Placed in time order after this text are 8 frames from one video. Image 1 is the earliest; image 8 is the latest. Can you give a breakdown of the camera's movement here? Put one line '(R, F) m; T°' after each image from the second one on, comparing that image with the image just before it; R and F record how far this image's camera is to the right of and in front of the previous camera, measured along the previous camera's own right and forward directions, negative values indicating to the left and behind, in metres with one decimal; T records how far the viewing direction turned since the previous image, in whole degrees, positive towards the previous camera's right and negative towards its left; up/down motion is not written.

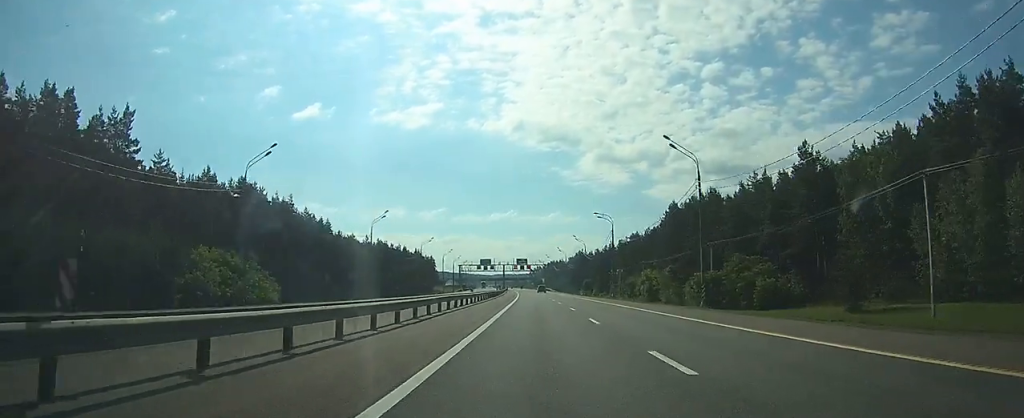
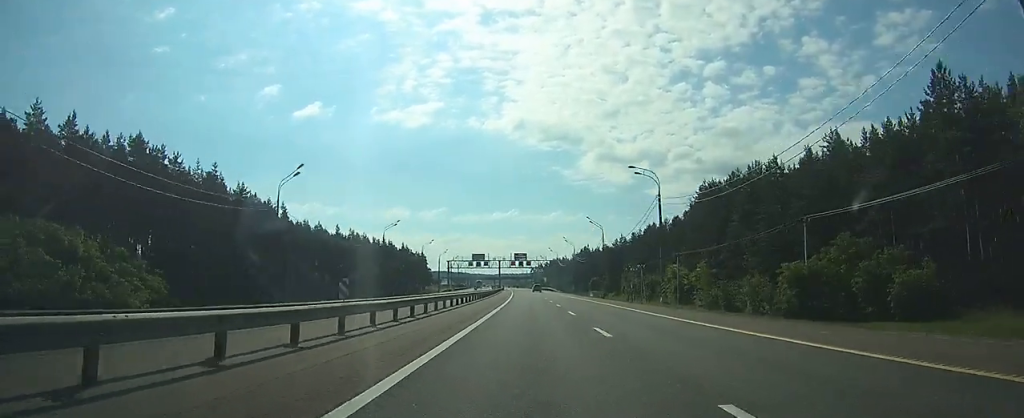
(-0.2, +29.1) m; 0°
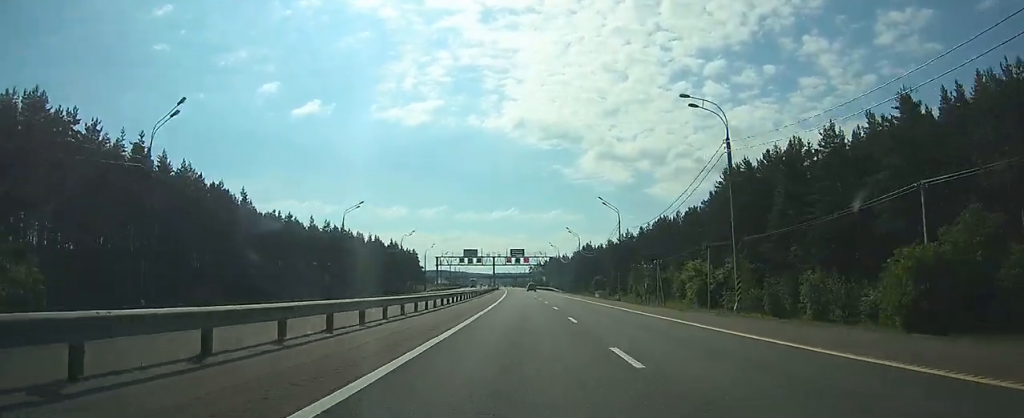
(-0.1, +17.9) m; 0°
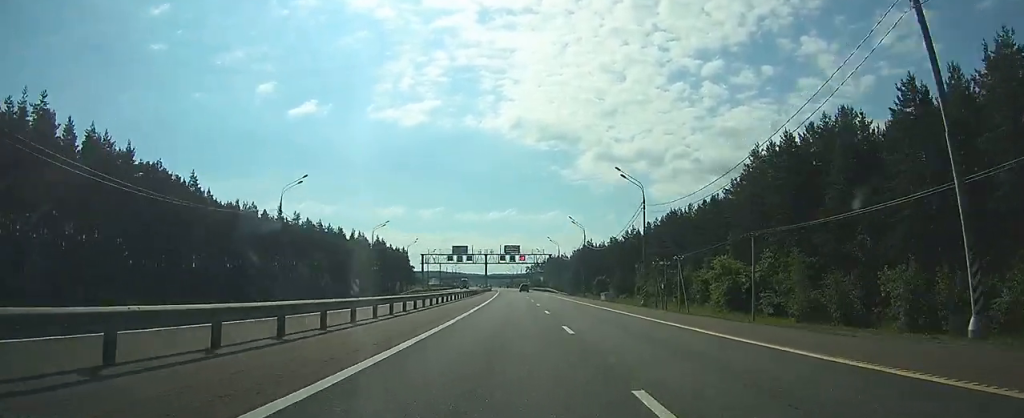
(-0.1, +16.8) m; 0°
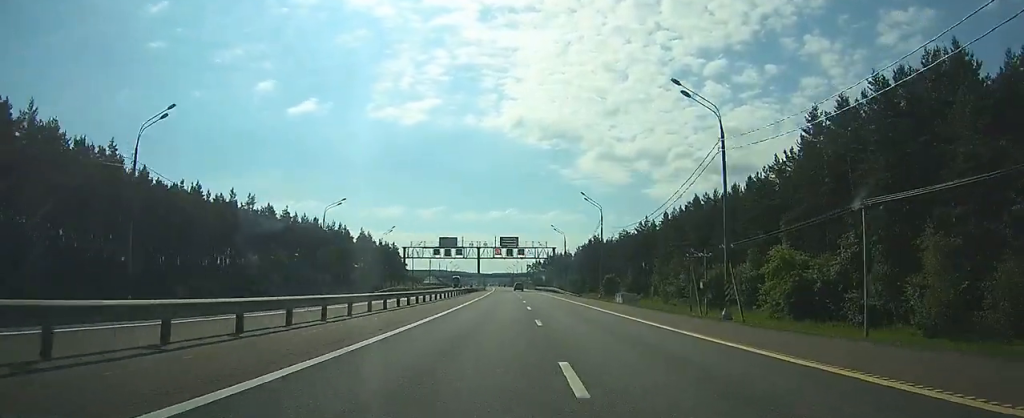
(0.0, +21.3) m; 0°
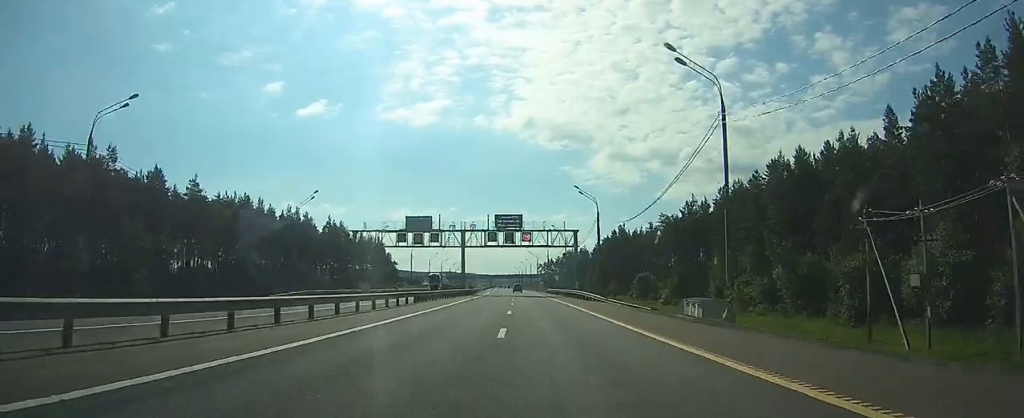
(+0.1, +40.4) m; 0°
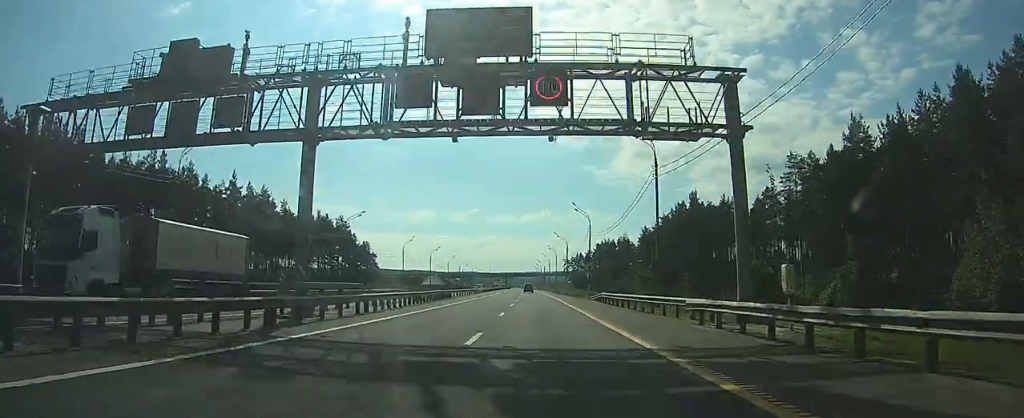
(-0.9, +61.6) m; -2°
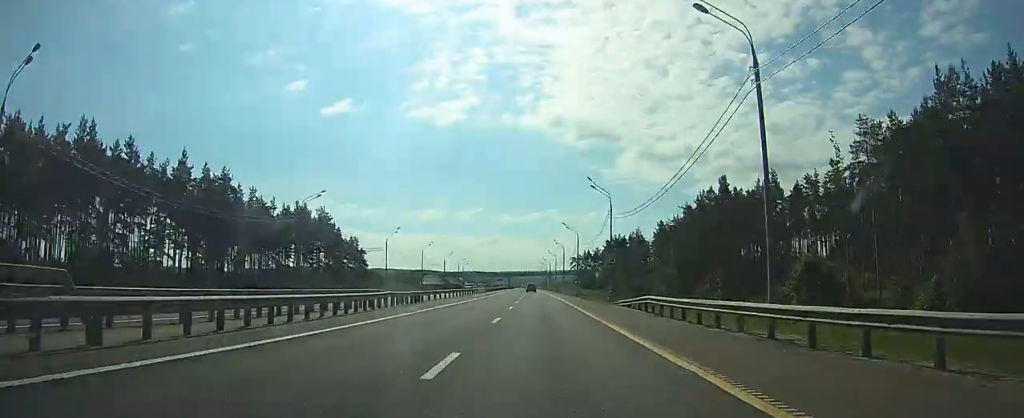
(0.0, +16.7) m; -1°
